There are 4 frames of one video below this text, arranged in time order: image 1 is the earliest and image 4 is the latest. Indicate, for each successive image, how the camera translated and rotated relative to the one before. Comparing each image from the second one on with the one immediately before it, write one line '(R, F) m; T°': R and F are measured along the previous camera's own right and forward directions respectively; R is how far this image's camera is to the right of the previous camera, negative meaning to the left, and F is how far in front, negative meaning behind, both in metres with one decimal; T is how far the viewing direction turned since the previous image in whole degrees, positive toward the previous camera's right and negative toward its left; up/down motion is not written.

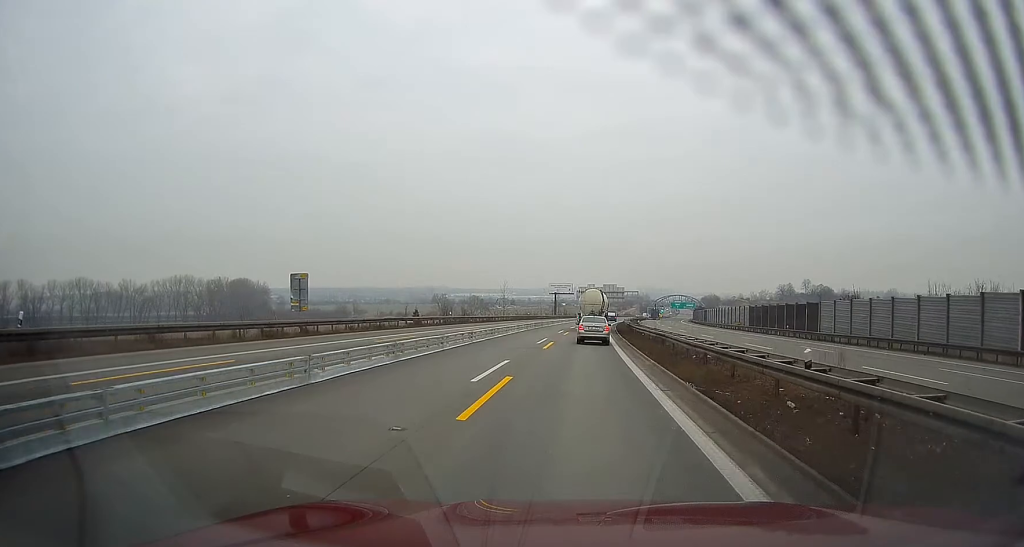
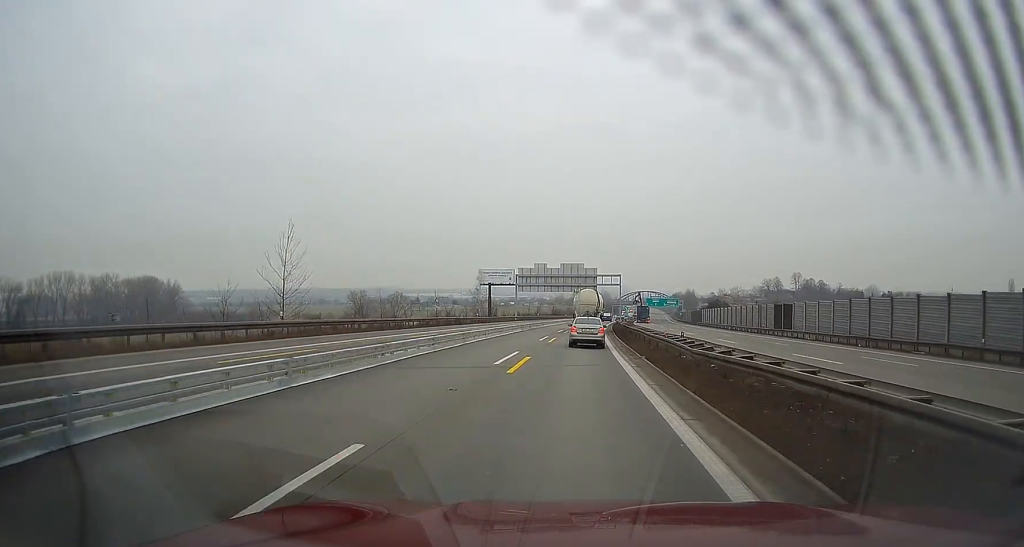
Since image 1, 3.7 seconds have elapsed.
(+2.8, +81.6) m; +3°
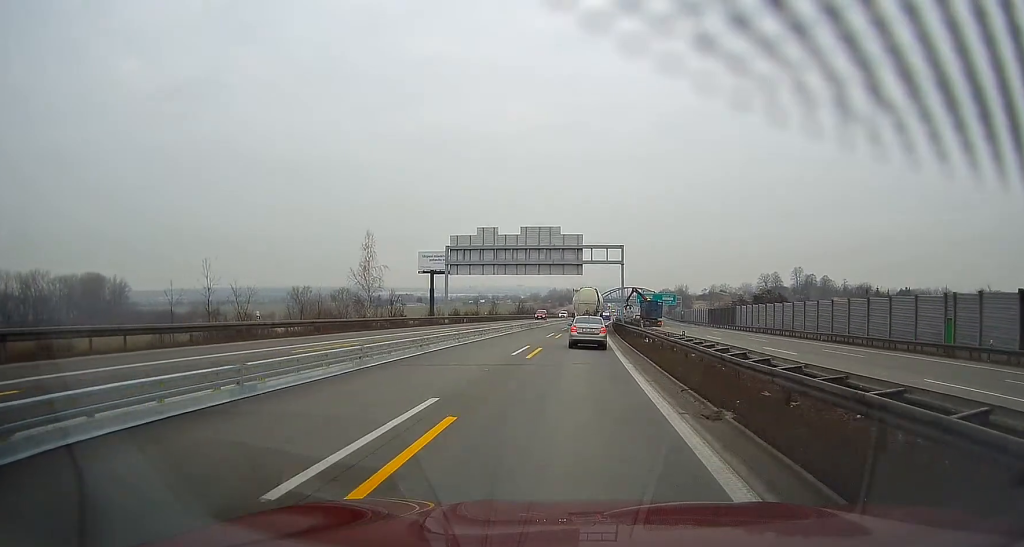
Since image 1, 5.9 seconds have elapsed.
(+0.9, +48.1) m; +3°
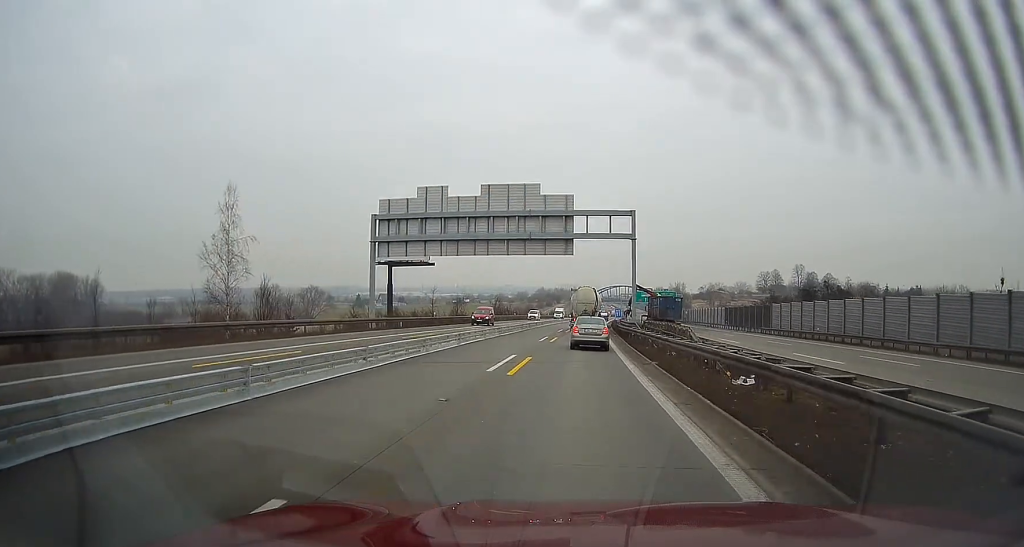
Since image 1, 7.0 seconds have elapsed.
(+0.2, +23.5) m; +1°
